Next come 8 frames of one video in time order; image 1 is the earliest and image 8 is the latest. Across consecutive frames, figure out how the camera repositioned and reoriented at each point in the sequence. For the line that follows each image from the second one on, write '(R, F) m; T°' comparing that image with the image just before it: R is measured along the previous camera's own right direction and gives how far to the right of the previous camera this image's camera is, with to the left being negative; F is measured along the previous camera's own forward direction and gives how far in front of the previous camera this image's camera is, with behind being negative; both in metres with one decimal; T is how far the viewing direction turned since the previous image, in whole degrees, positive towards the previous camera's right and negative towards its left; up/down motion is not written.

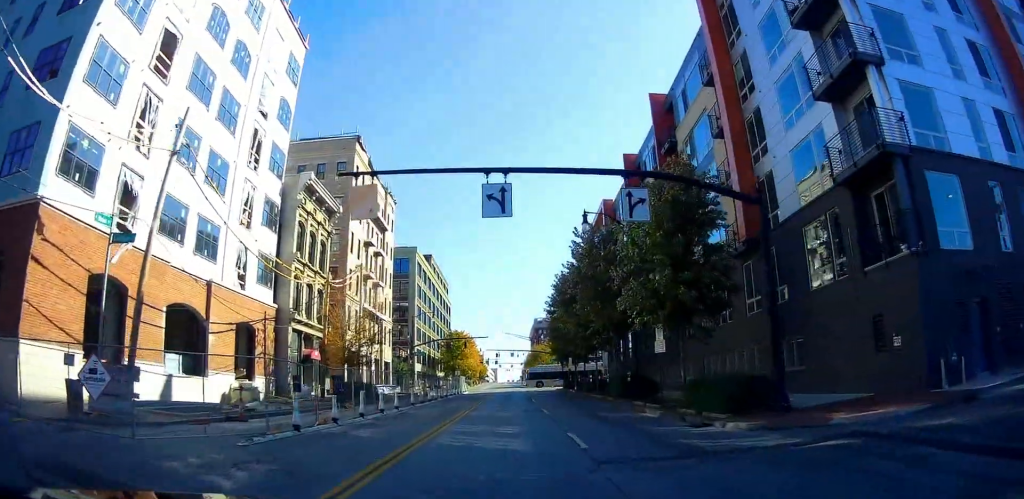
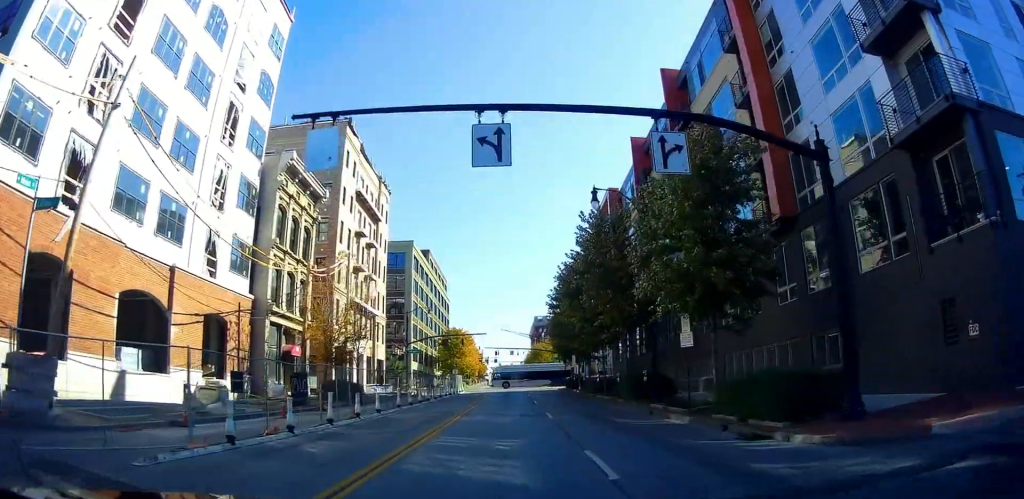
(+0.4, +3.4) m; 0°
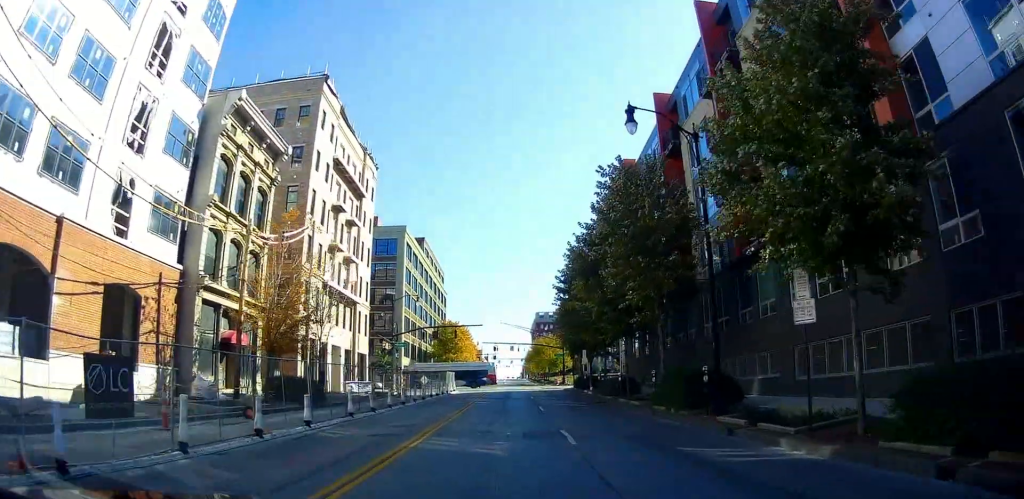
(-0.5, +7.7) m; -4°
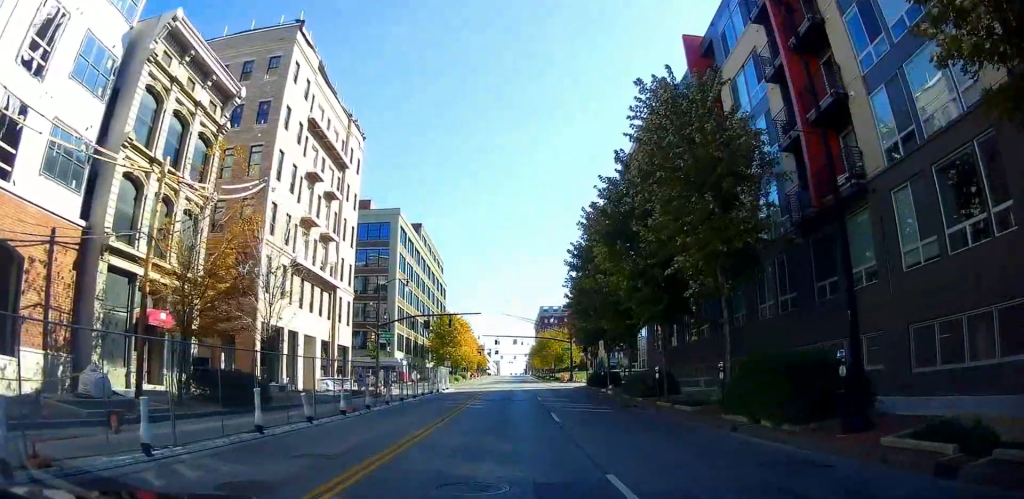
(-0.2, +7.1) m; -2°
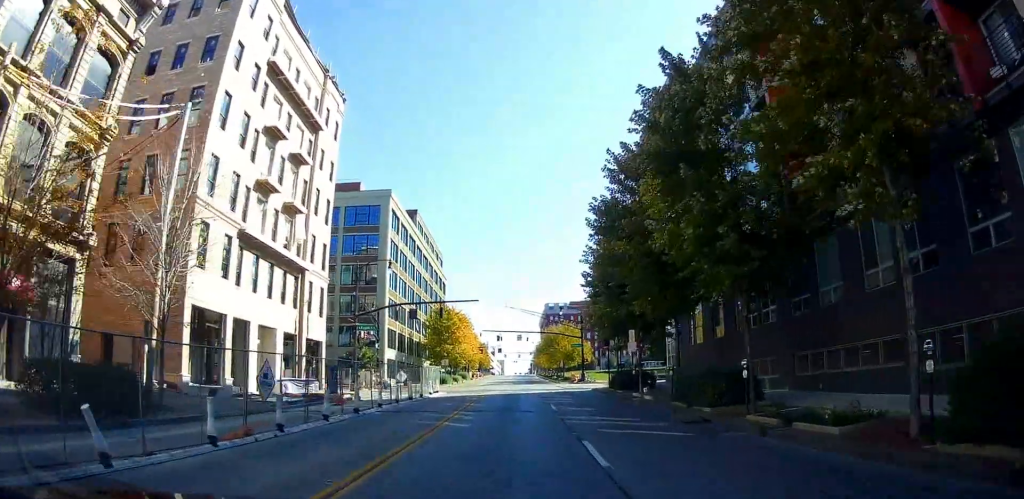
(-0.1, +8.1) m; -1°
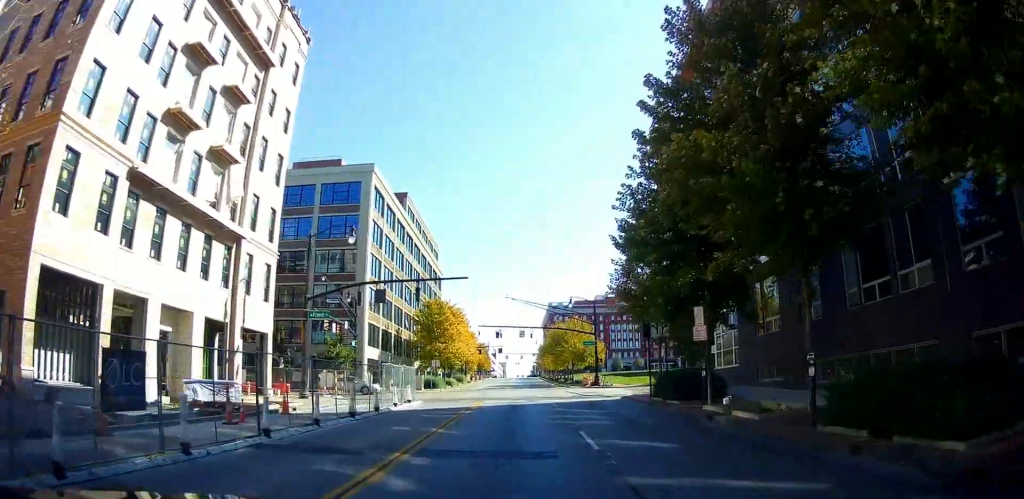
(-0.1, +9.9) m; +5°
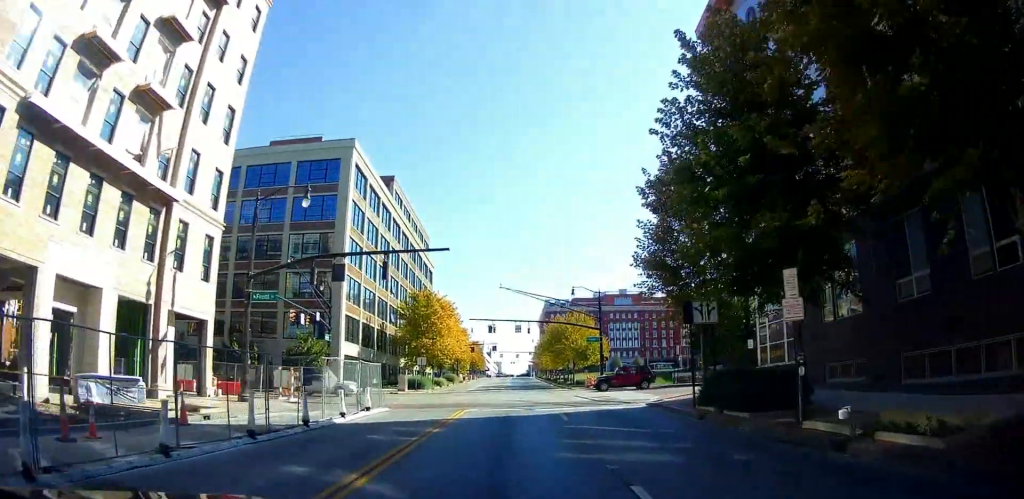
(+0.7, +6.1) m; 0°
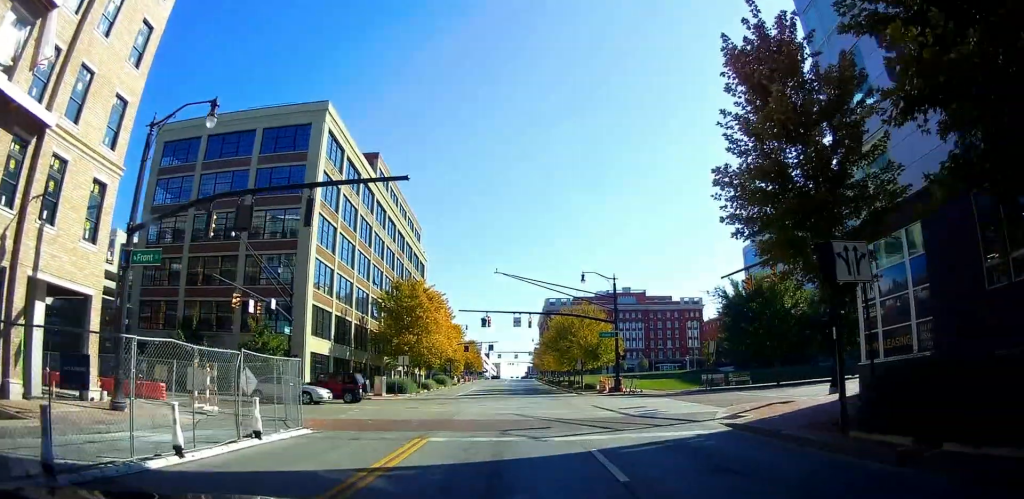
(-0.5, +7.7) m; +2°
